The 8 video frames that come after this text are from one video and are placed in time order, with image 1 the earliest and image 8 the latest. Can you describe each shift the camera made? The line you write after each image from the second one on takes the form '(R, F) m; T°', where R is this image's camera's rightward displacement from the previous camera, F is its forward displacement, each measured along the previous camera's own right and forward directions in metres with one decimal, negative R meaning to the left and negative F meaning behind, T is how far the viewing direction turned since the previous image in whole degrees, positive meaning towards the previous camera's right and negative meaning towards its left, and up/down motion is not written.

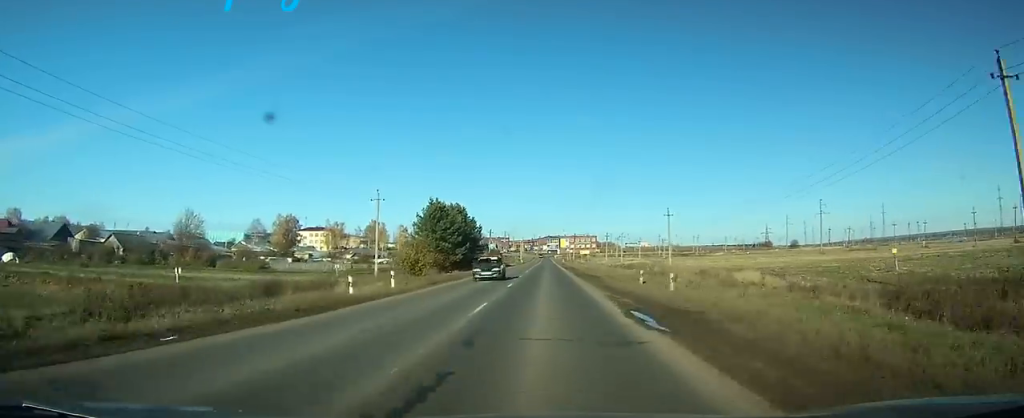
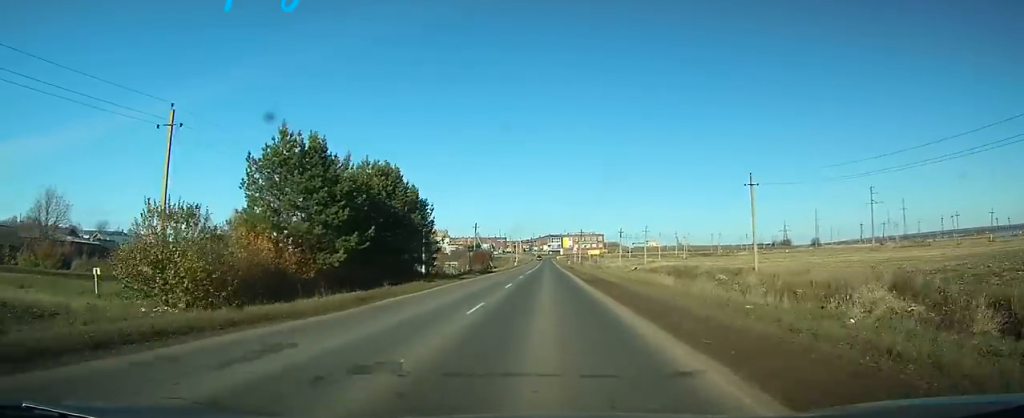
(0.0, +36.7) m; 0°
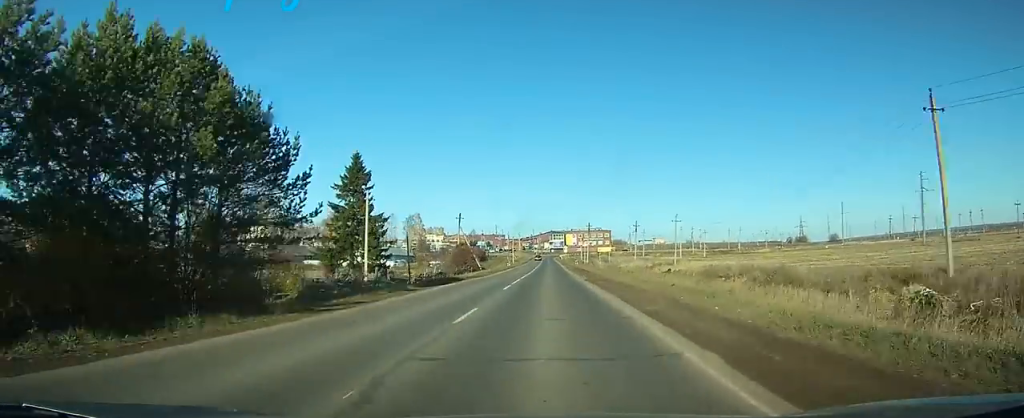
(0.0, +26.9) m; 0°
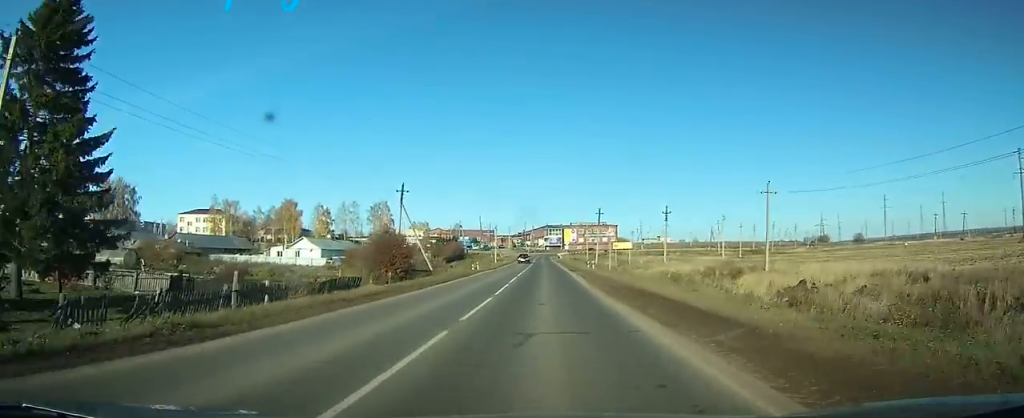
(0.0, +40.9) m; 0°
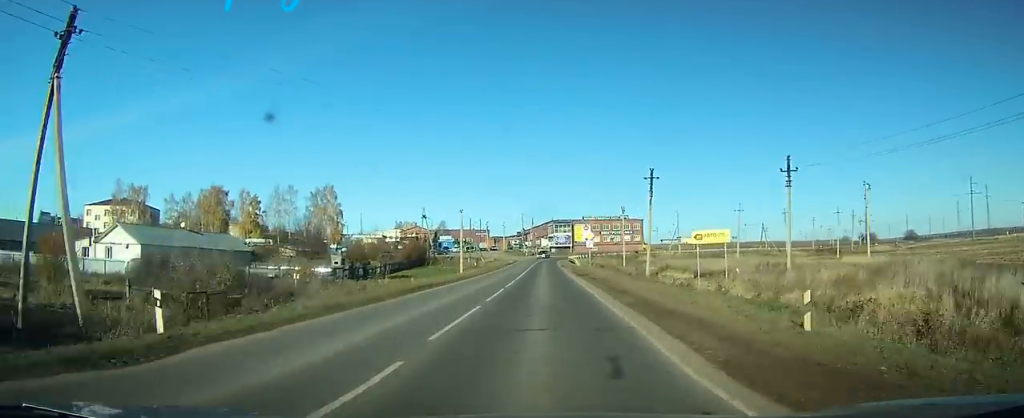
(+0.1, +52.4) m; 0°
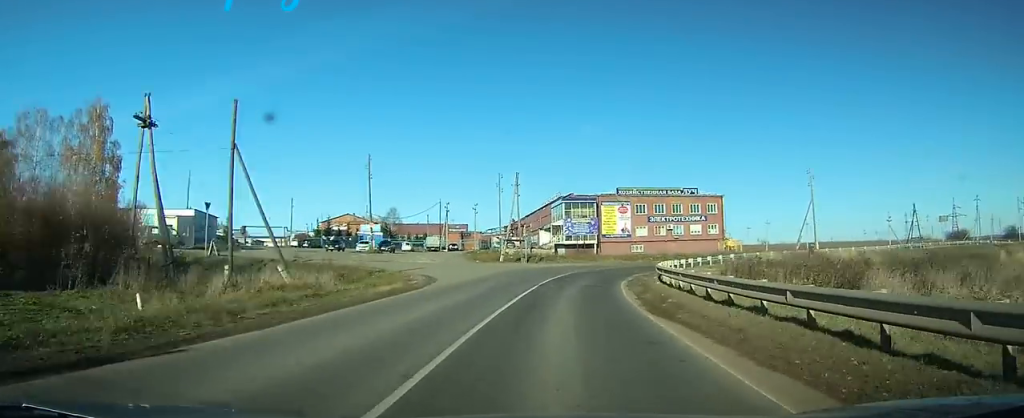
(-0.4, +79.7) m; 0°
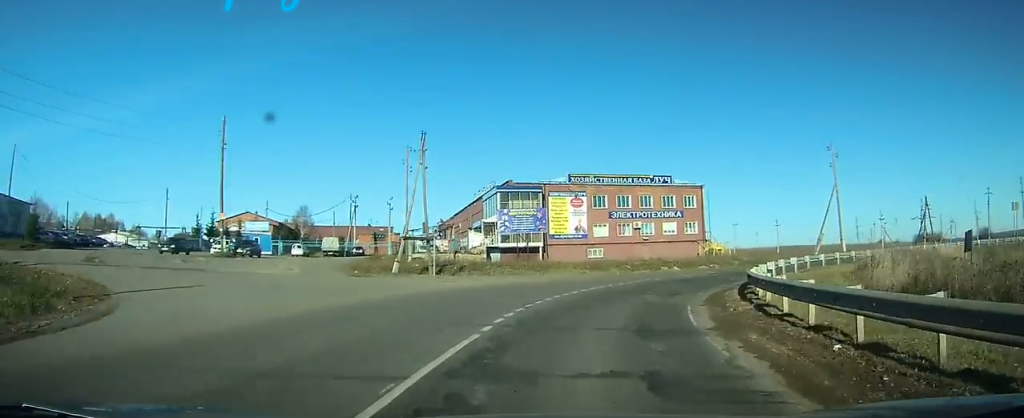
(+0.1, +24.2) m; +3°
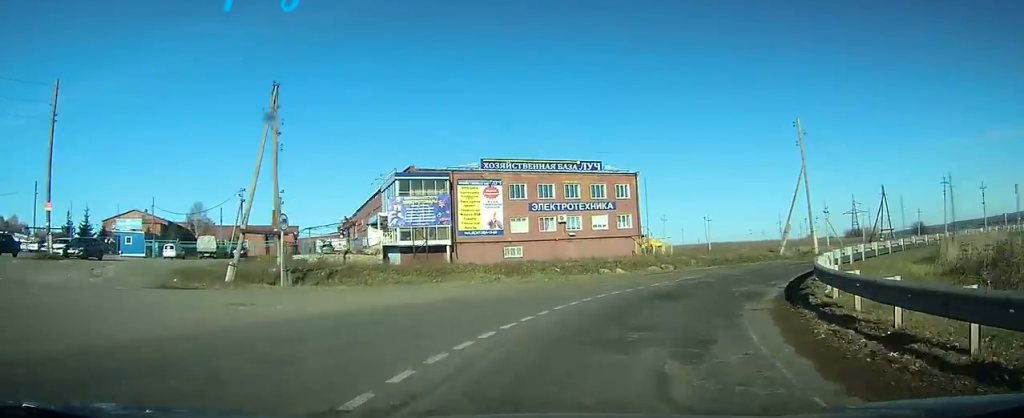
(-0.4, +13.8) m; +3°
